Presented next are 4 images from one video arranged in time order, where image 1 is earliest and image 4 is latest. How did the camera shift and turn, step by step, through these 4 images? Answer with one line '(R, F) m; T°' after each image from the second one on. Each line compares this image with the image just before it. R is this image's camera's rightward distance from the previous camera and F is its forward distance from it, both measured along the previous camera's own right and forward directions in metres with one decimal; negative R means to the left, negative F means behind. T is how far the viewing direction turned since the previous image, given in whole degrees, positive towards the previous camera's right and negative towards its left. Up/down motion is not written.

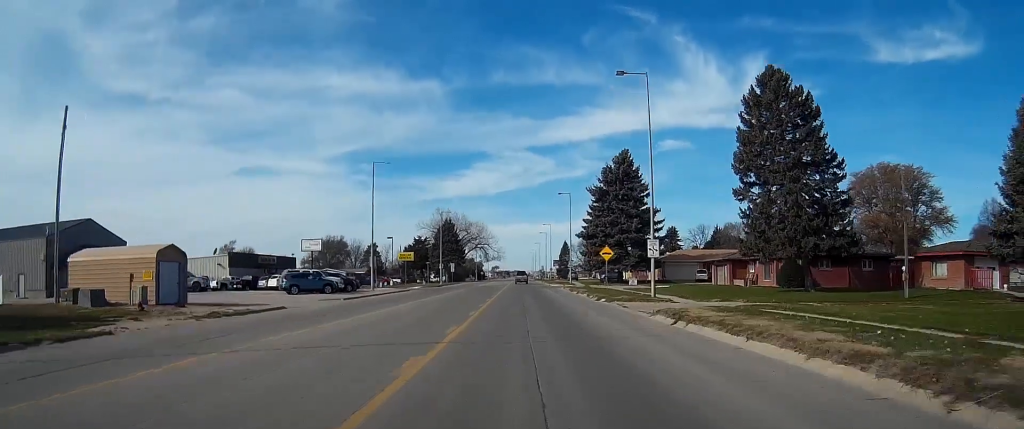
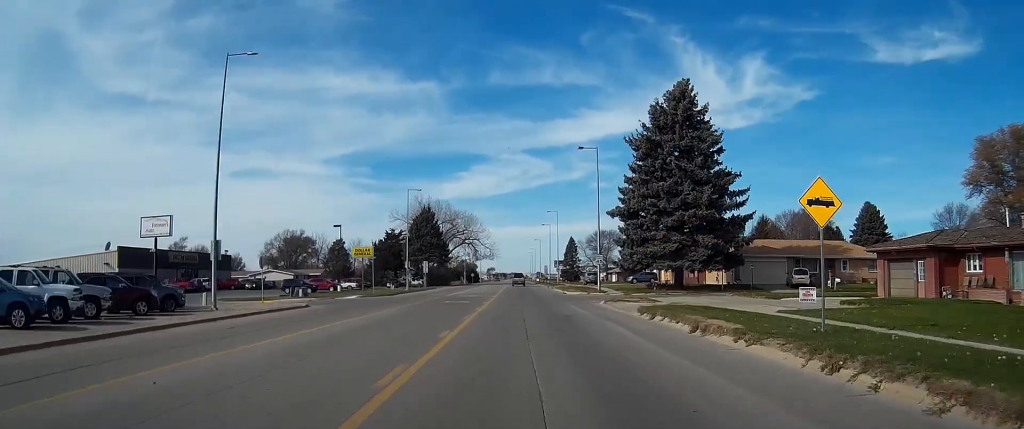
(-0.2, +37.4) m; 0°
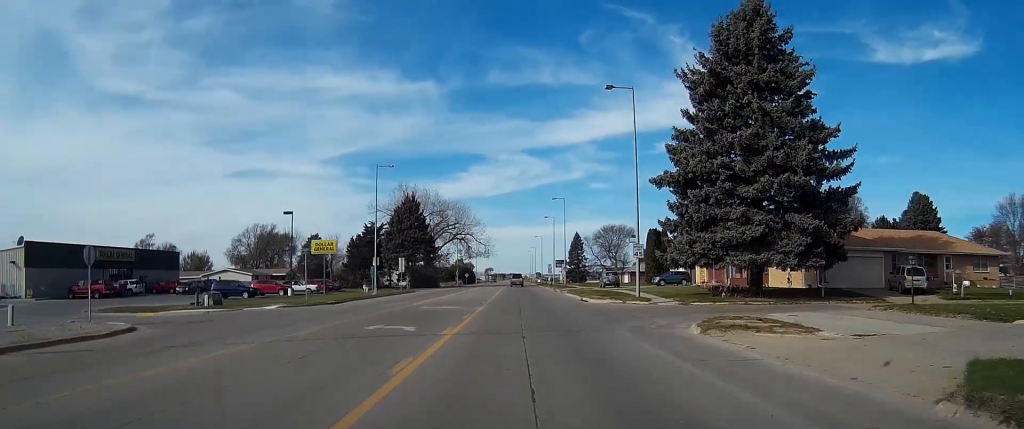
(0.0, +20.7) m; 0°
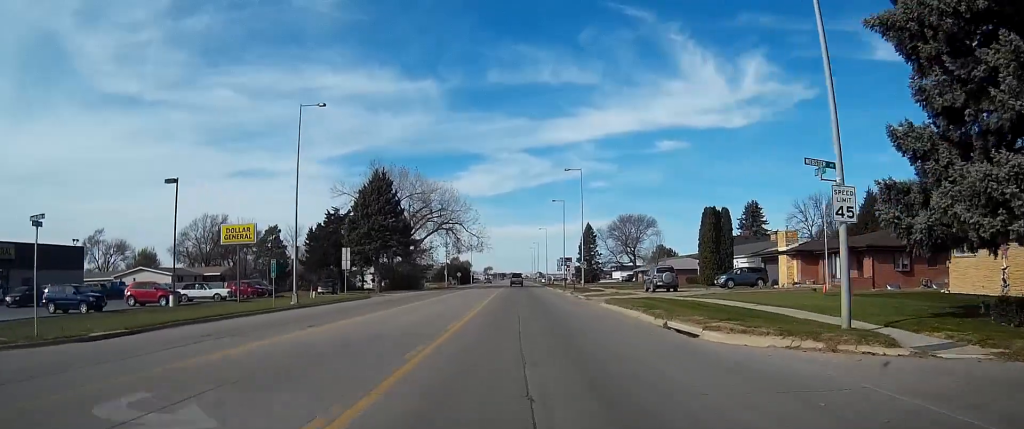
(+0.1, +27.2) m; 0°
